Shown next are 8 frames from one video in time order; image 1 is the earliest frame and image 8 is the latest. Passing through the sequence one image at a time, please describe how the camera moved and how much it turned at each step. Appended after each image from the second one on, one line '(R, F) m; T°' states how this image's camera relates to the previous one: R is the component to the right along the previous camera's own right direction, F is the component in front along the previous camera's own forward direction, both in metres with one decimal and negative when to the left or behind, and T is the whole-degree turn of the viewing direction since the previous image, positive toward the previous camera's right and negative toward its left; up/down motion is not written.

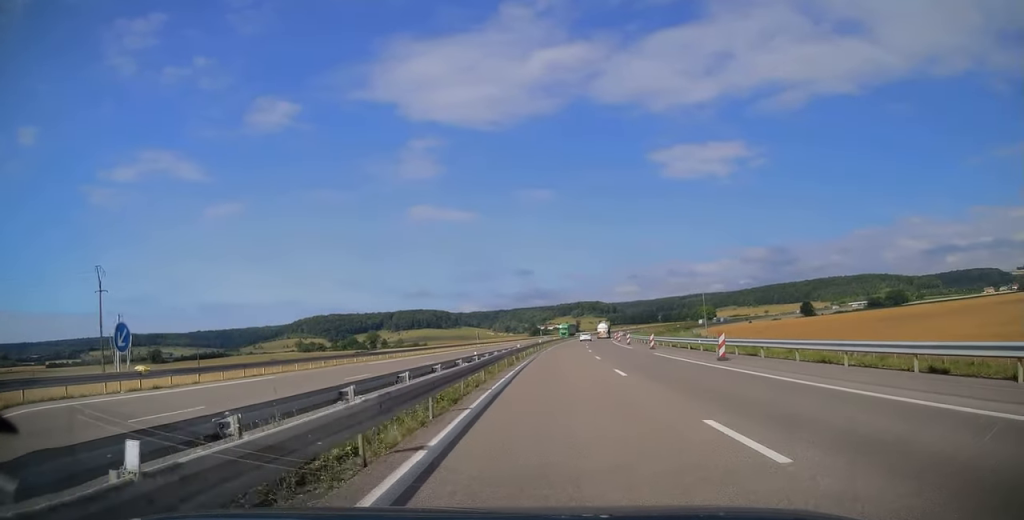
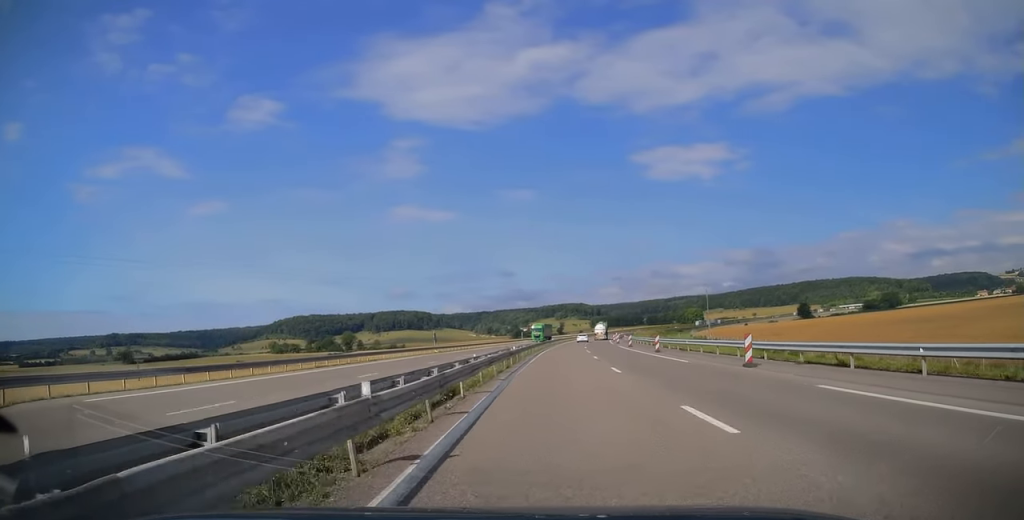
(+0.6, +24.3) m; +2°
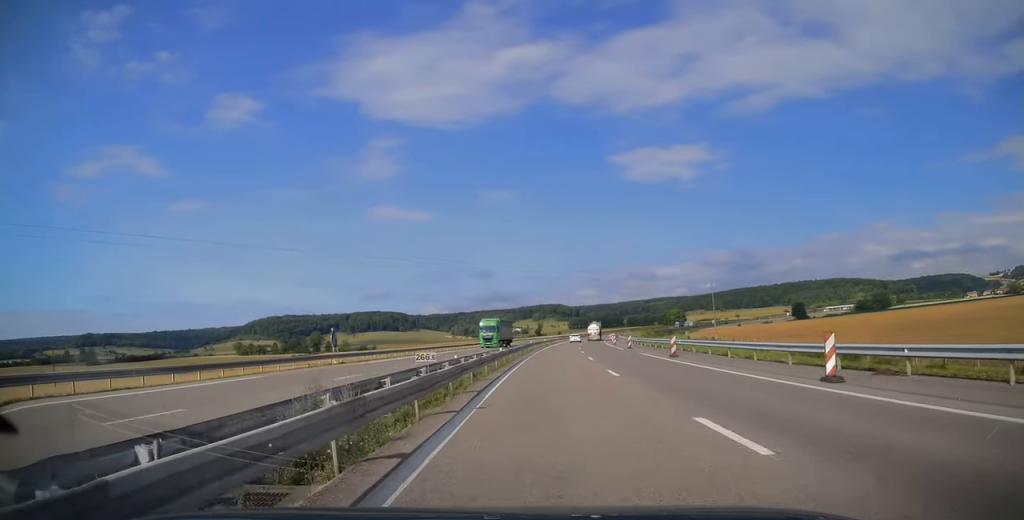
(+0.1, +27.8) m; +2°
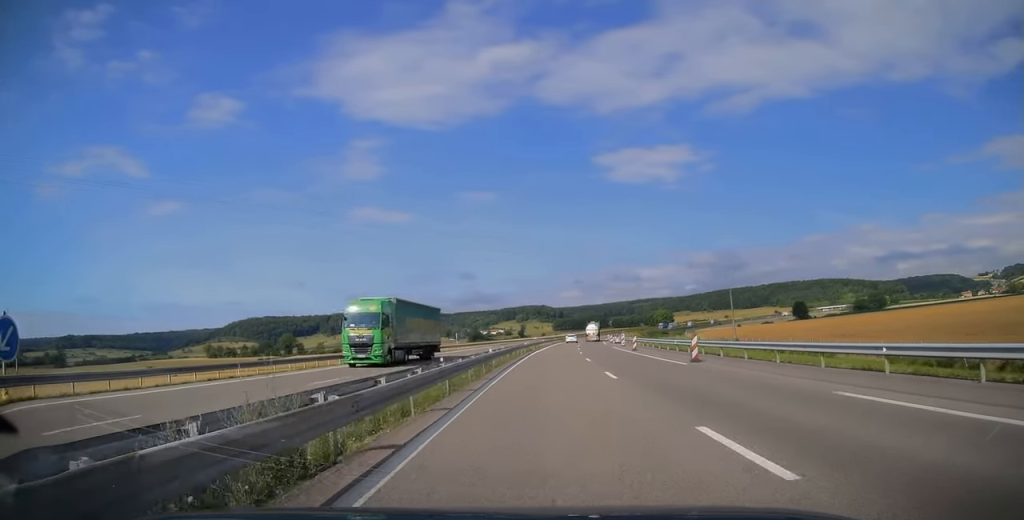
(+0.6, +27.4) m; +1°
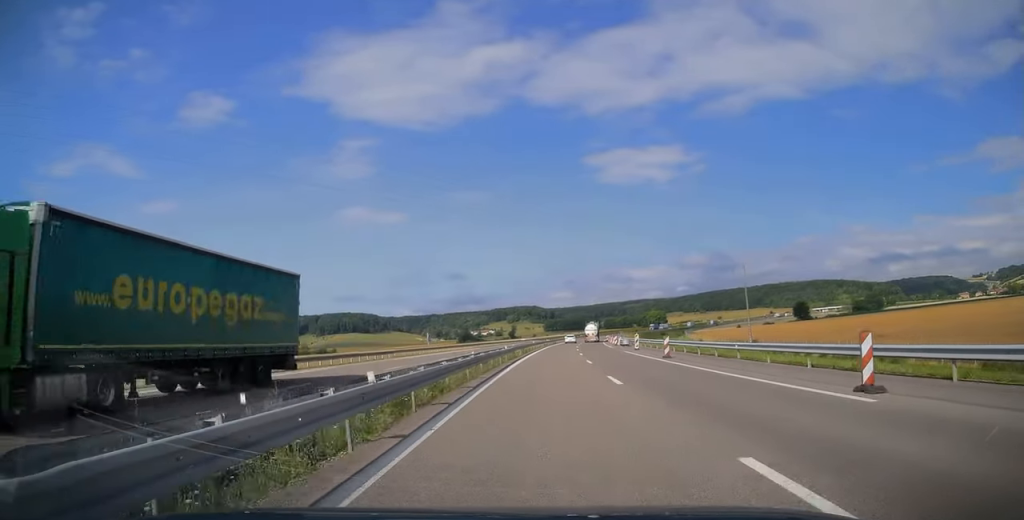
(0.0, +15.2) m; +1°
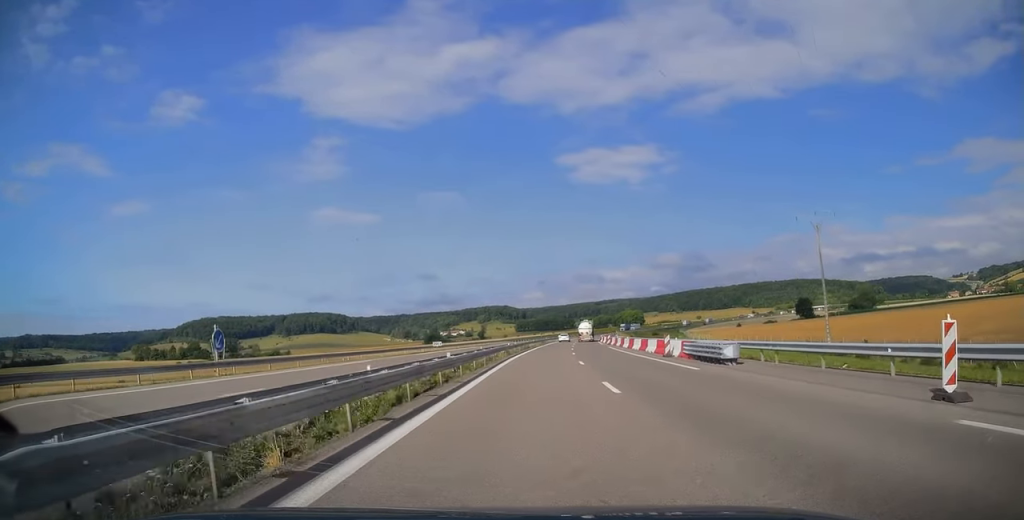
(+0.8, +42.2) m; +3°
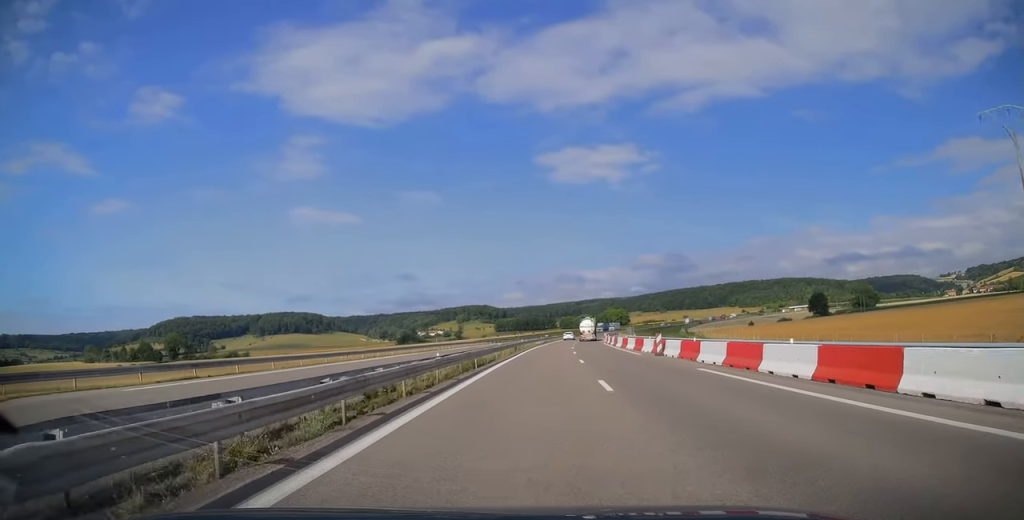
(+1.0, +39.2) m; +3°
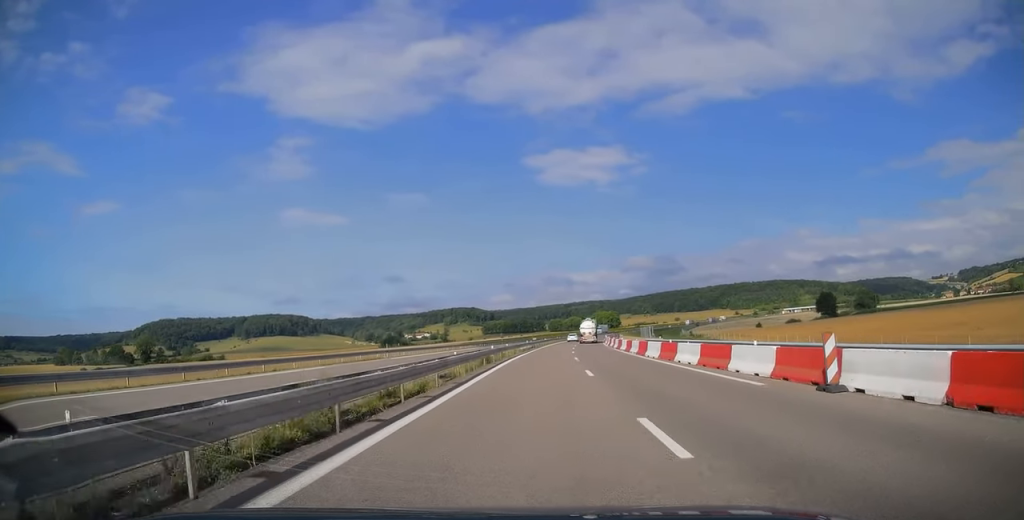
(+0.1, +20.6) m; +1°
